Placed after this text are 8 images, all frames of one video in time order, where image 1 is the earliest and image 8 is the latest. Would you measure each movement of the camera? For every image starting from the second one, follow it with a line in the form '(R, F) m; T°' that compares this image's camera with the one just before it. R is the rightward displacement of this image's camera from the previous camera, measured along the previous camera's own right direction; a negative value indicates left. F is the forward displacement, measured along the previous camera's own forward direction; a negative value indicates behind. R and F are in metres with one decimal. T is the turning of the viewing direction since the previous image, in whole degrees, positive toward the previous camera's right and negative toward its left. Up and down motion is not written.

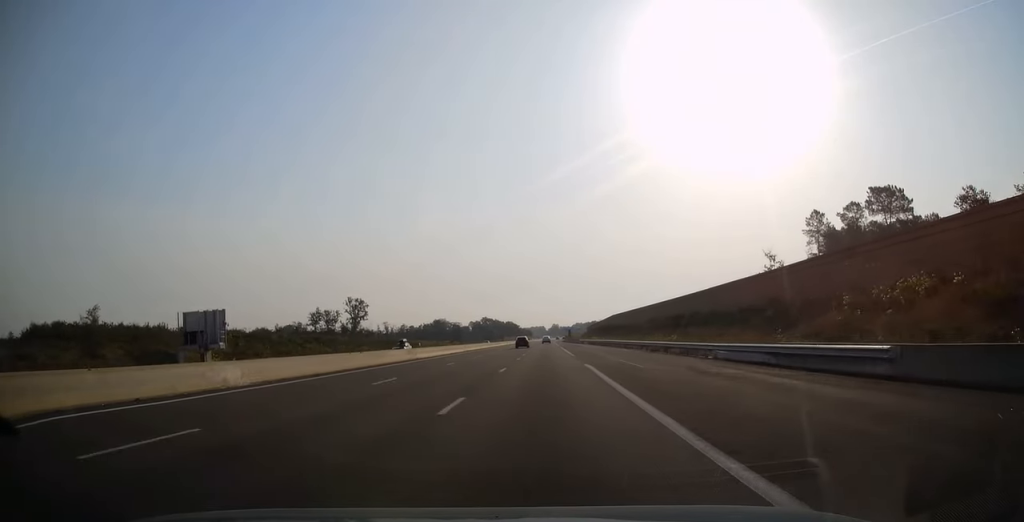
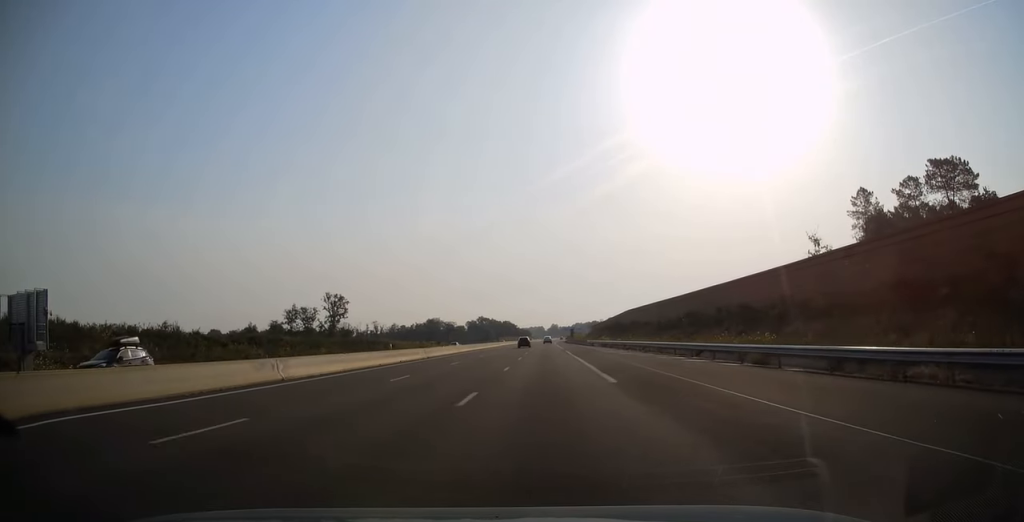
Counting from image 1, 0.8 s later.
(0.0, +24.6) m; 0°
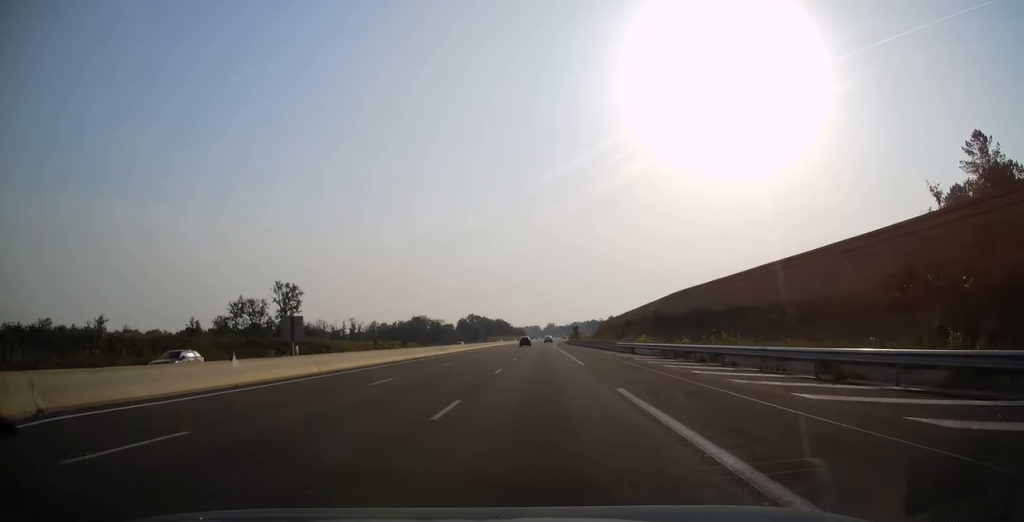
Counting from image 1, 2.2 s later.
(+0.4, +41.4) m; 0°
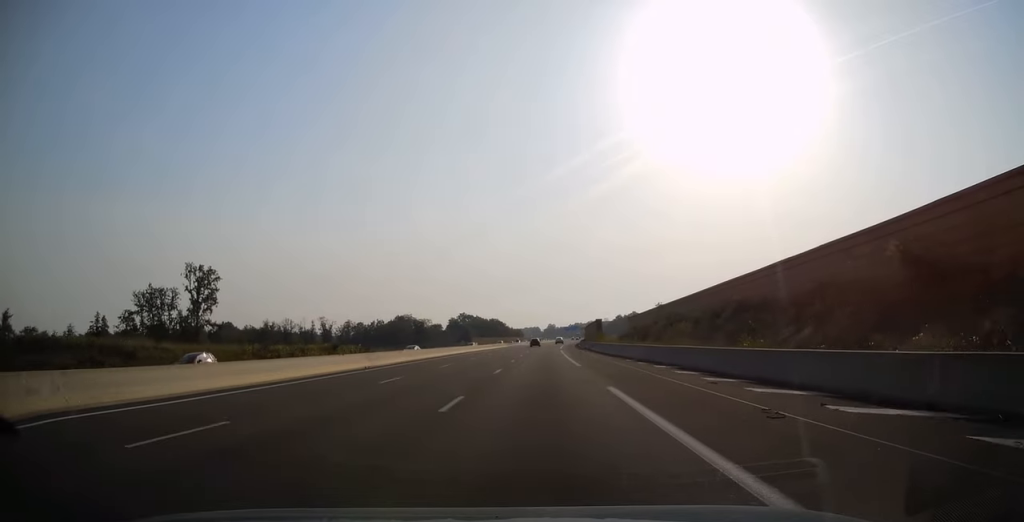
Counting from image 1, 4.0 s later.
(-0.6, +51.0) m; -1°
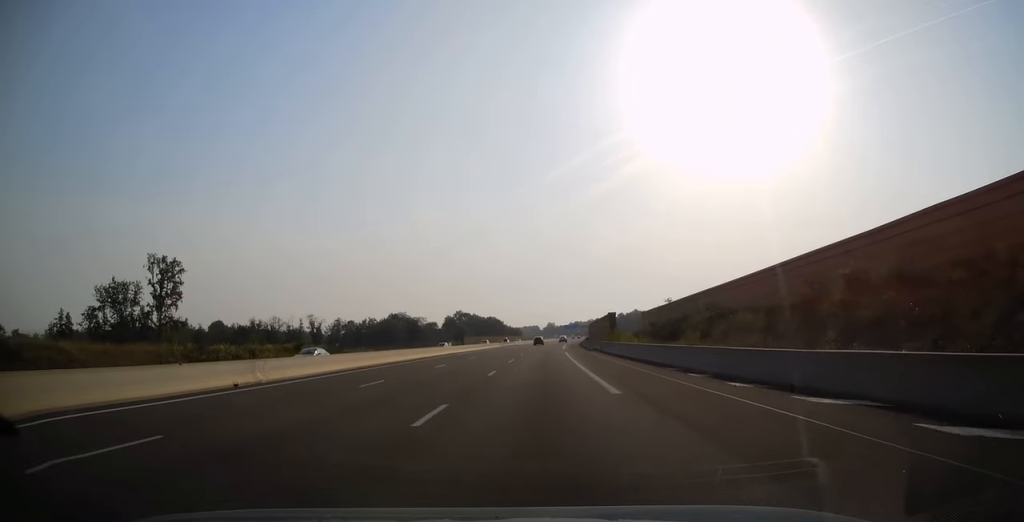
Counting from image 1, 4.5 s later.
(0.0, +15.2) m; 0°
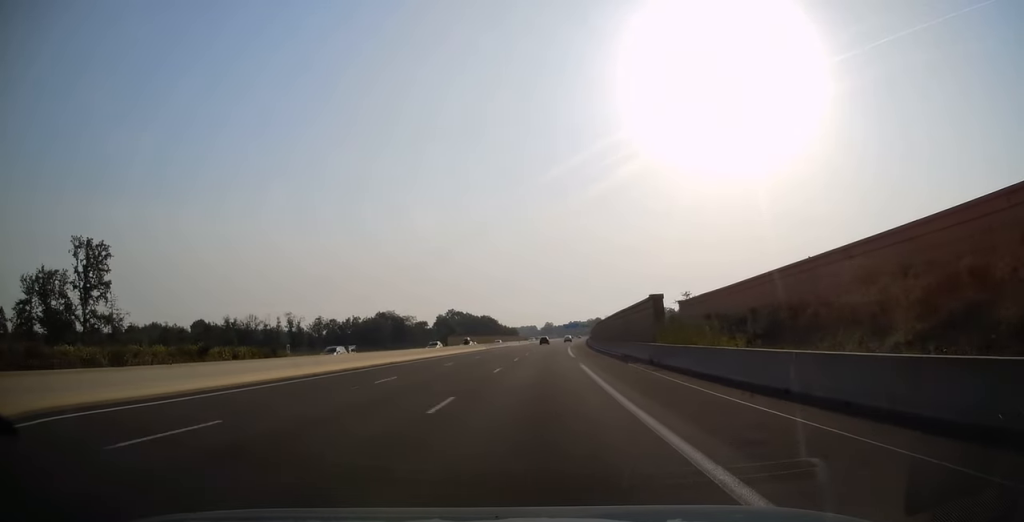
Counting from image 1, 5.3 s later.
(0.0, +24.6) m; +1°
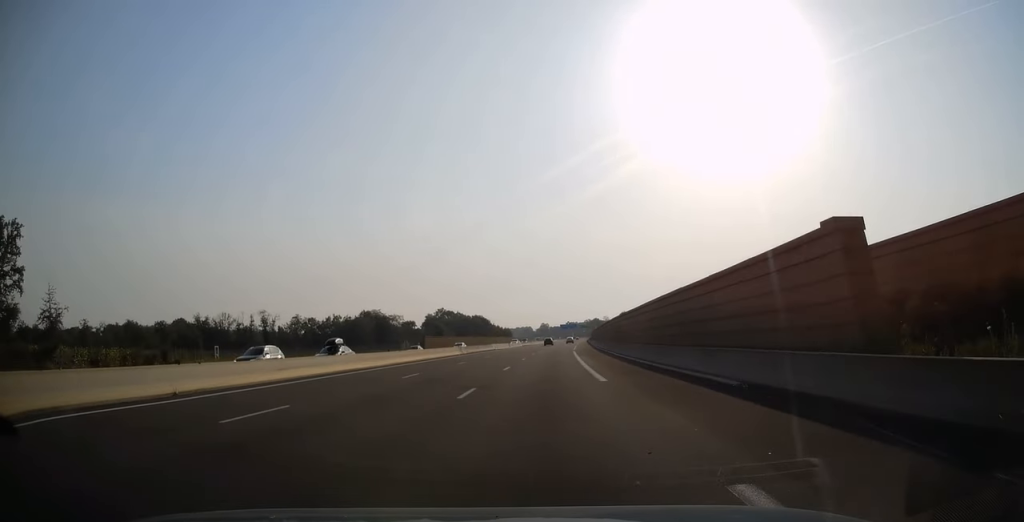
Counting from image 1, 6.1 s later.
(+0.3, +23.2) m; +1°
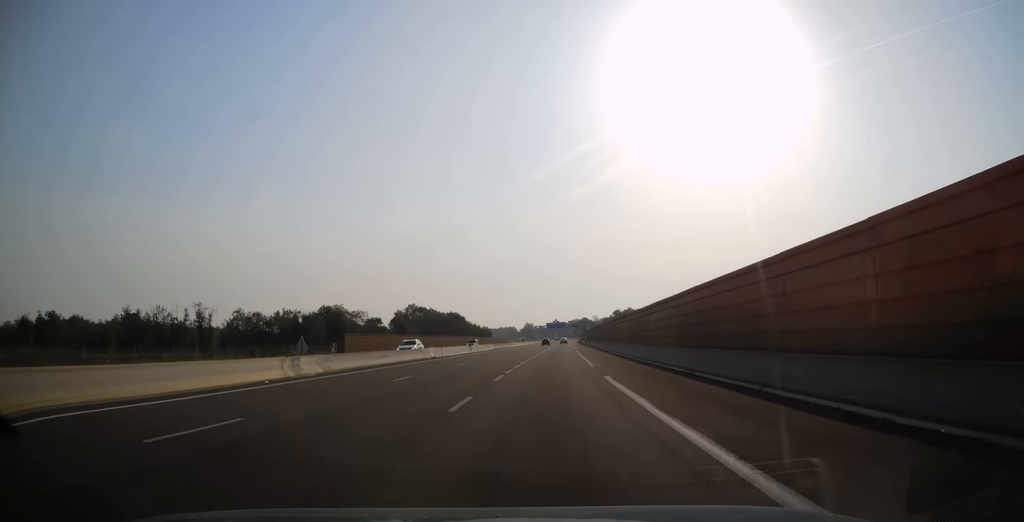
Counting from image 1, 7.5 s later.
(+0.4, +41.7) m; +1°
